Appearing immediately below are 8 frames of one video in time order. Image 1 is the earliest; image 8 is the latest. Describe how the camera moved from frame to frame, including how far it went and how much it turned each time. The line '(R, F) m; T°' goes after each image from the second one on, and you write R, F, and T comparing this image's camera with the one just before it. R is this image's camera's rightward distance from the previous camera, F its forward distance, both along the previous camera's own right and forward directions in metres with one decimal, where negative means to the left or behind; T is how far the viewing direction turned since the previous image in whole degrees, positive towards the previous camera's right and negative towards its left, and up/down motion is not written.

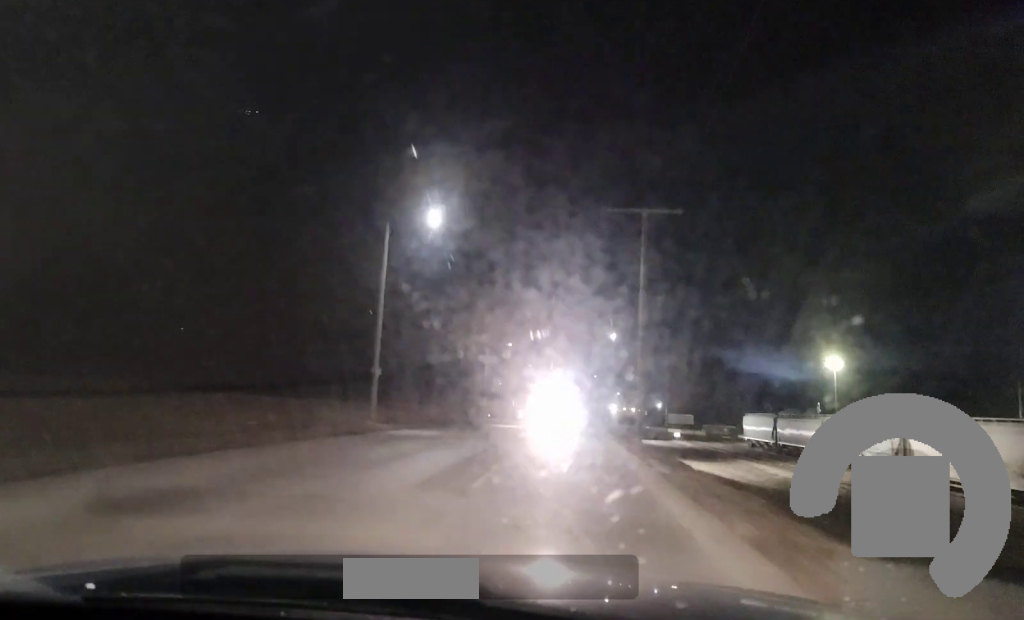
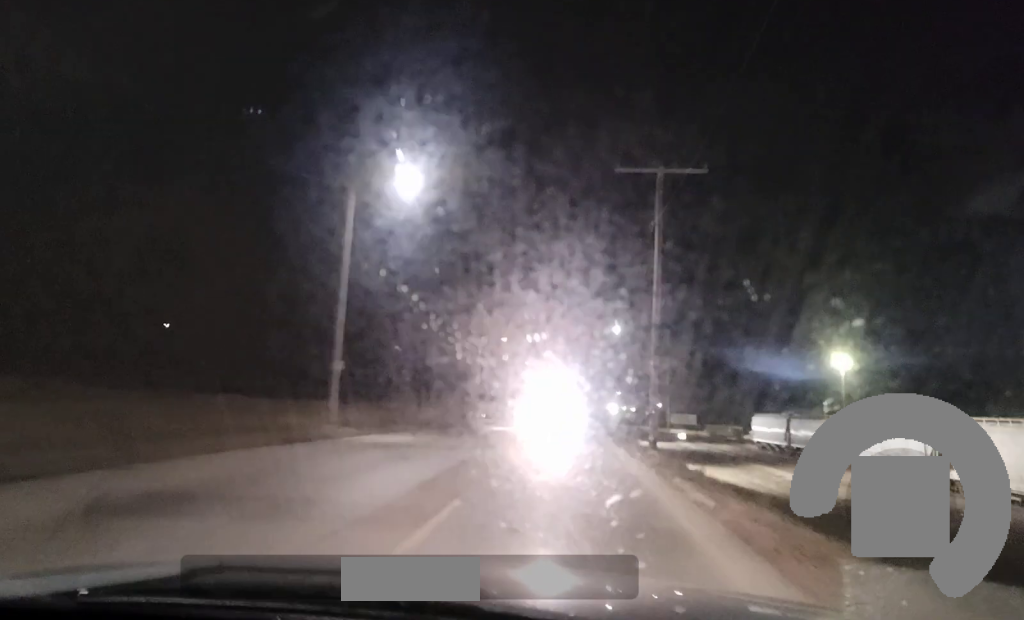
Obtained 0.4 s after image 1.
(0.0, +6.2) m; 0°
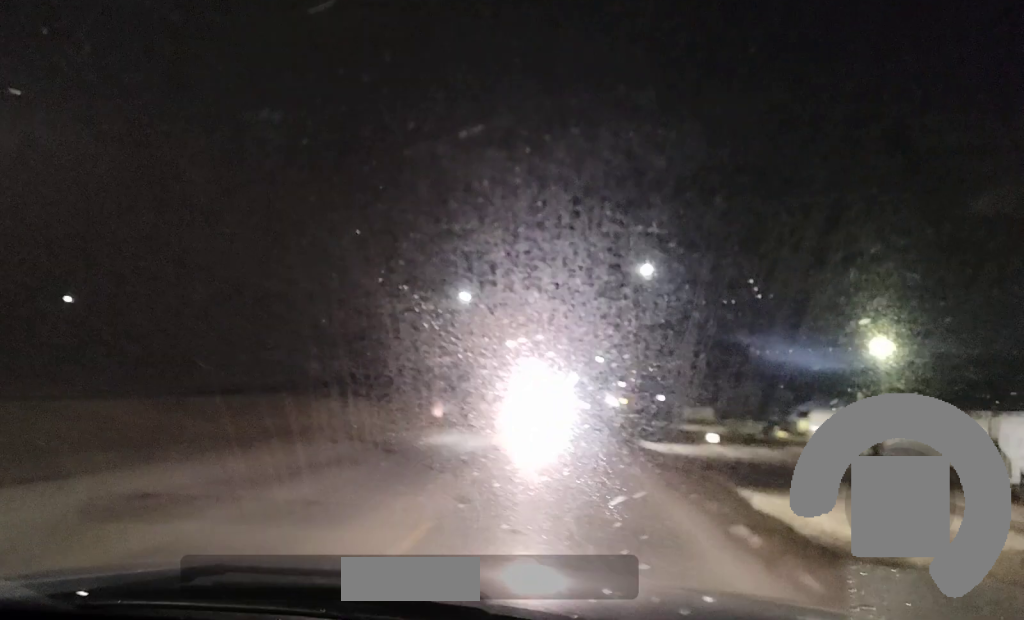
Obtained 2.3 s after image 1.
(0.0, +26.7) m; 0°
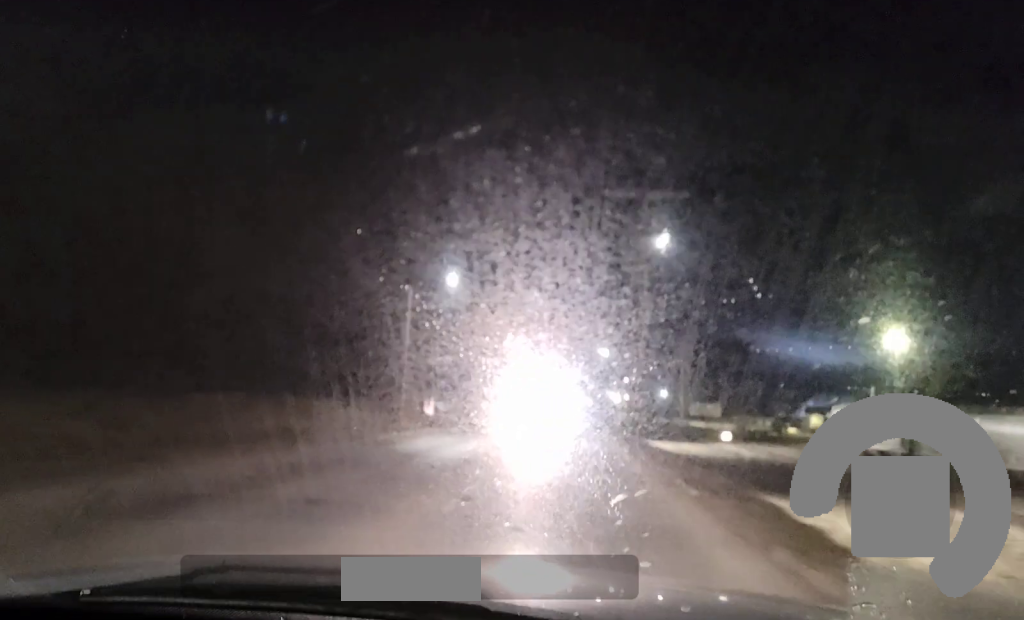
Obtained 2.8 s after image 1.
(0.0, +6.7) m; 0°
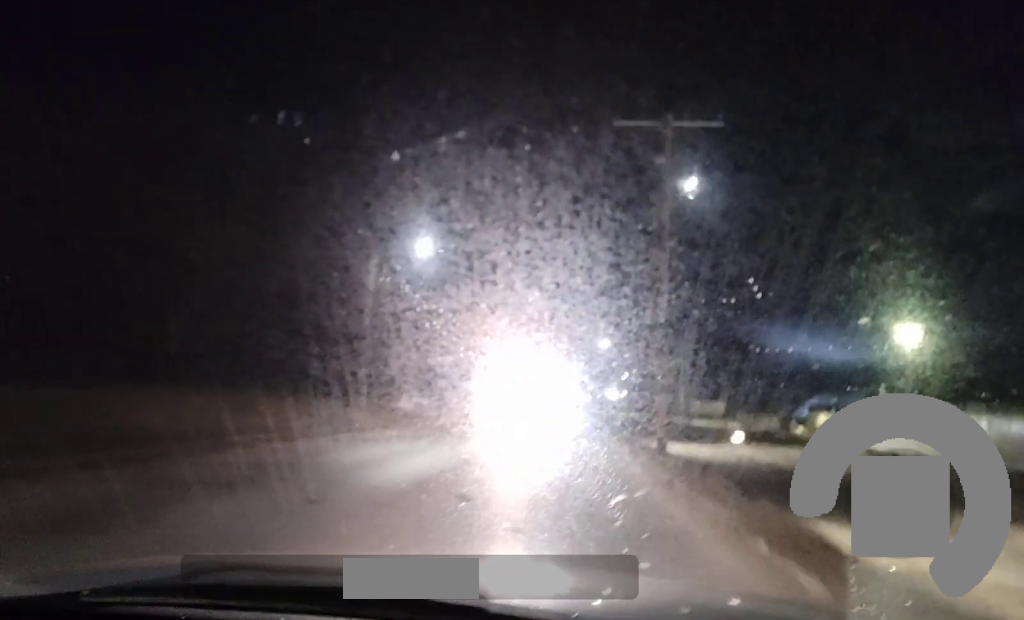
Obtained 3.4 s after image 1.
(-0.1, +8.2) m; 0°
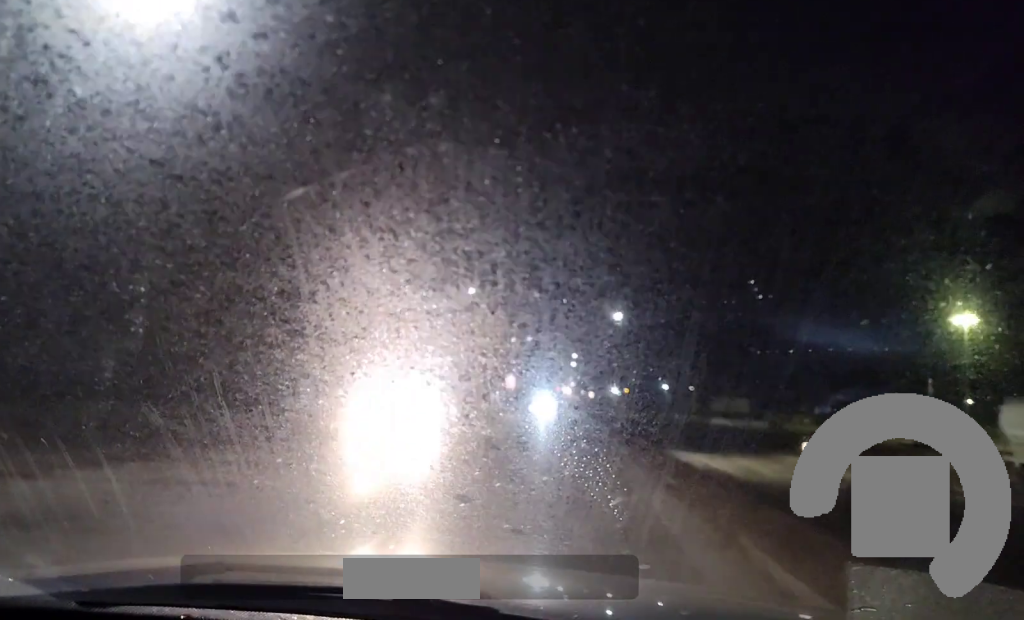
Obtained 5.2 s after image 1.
(+0.3, +23.4) m; 0°
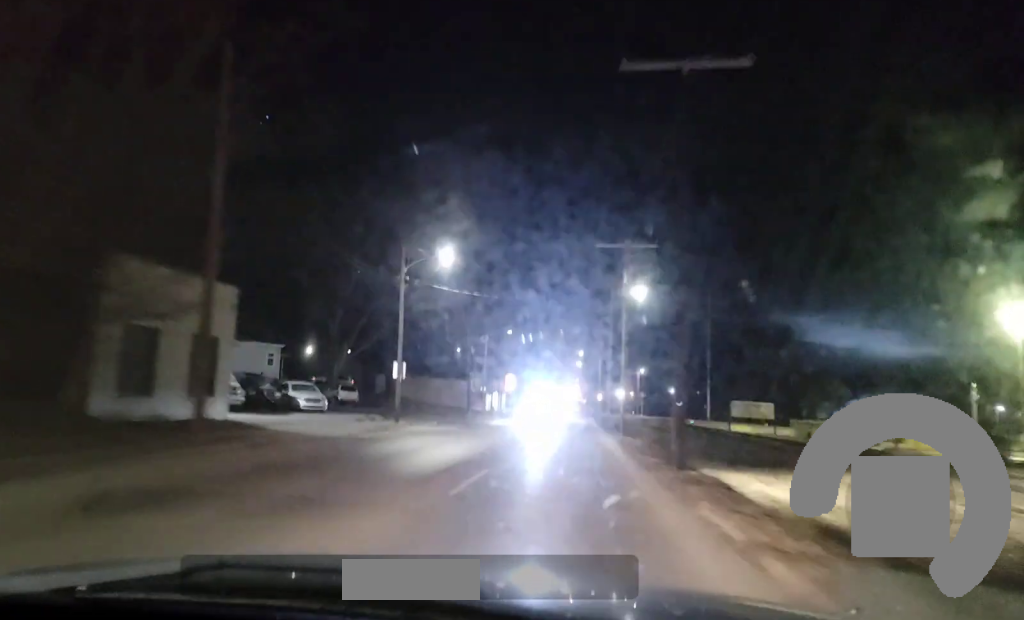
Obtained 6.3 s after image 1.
(-0.1, +15.2) m; 0°
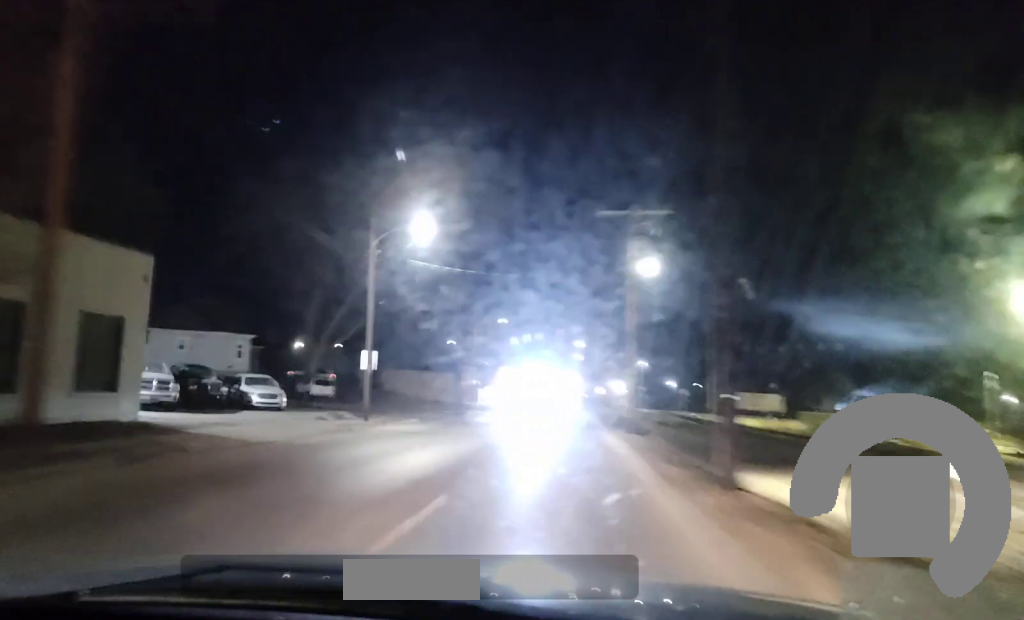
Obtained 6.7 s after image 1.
(0.0, +5.8) m; 0°
